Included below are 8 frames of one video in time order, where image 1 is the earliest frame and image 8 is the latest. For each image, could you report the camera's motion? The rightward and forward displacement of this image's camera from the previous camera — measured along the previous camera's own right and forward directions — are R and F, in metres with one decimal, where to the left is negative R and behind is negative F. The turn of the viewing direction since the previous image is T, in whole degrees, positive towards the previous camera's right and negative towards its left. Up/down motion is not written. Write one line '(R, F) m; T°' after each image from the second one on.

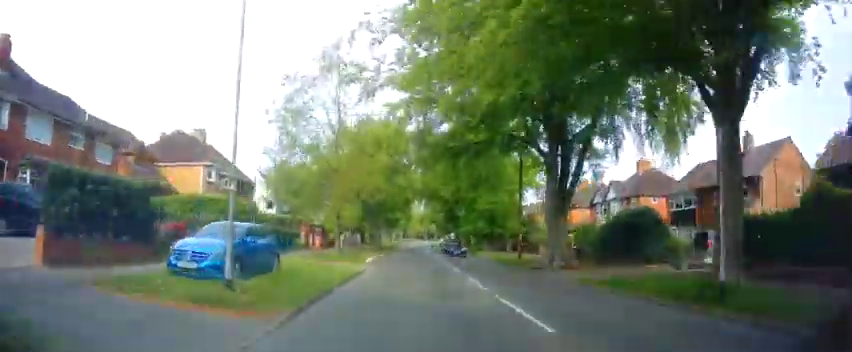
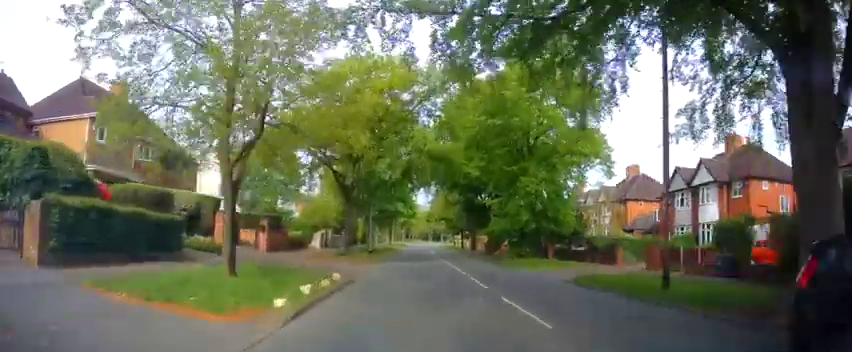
(+0.3, +16.6) m; +3°
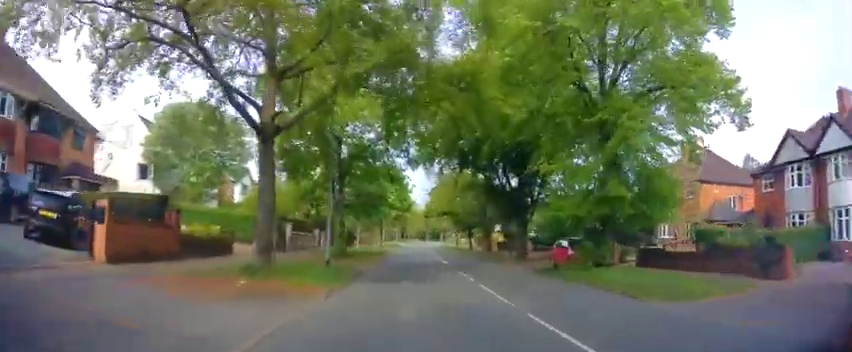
(+0.3, +13.7) m; +1°
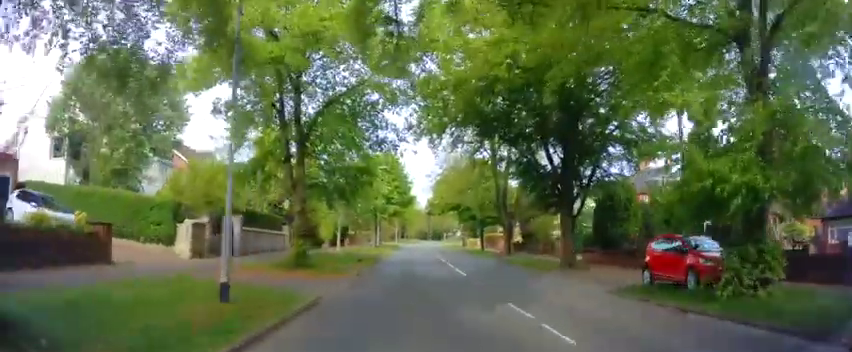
(-0.1, +9.1) m; 0°
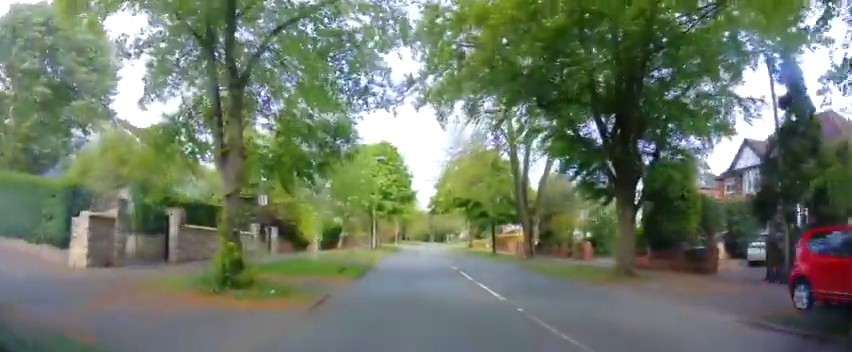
(0.0, +6.3) m; -1°
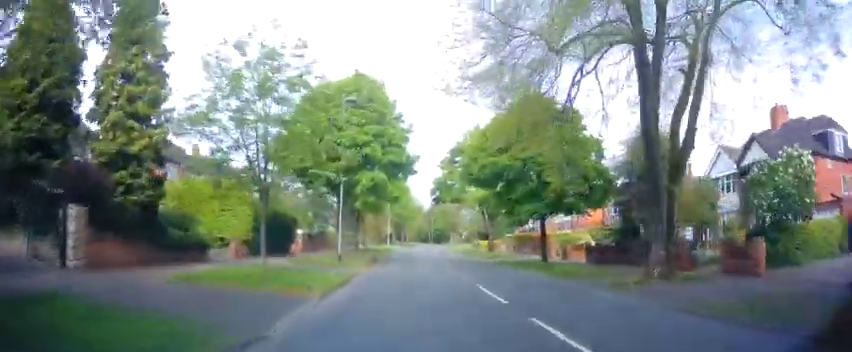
(-0.7, +18.2) m; -2°
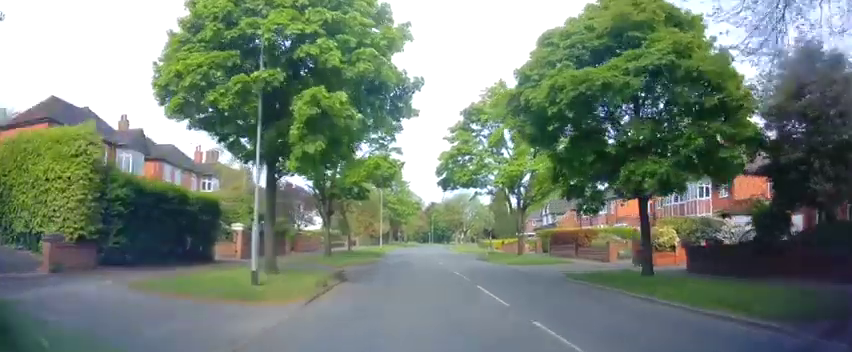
(+0.5, +12.4) m; +1°
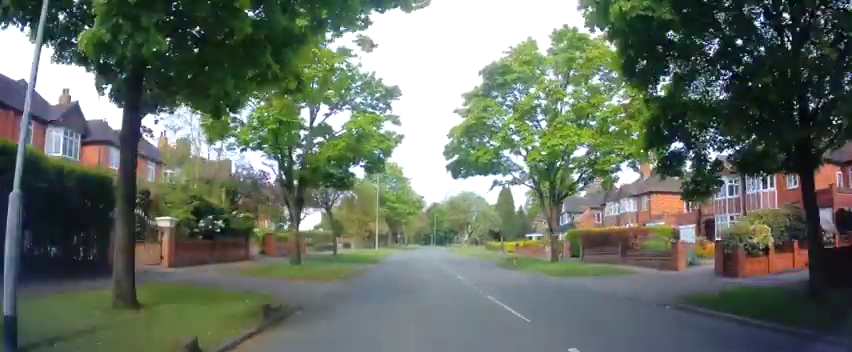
(-0.2, +7.1) m; -2°
